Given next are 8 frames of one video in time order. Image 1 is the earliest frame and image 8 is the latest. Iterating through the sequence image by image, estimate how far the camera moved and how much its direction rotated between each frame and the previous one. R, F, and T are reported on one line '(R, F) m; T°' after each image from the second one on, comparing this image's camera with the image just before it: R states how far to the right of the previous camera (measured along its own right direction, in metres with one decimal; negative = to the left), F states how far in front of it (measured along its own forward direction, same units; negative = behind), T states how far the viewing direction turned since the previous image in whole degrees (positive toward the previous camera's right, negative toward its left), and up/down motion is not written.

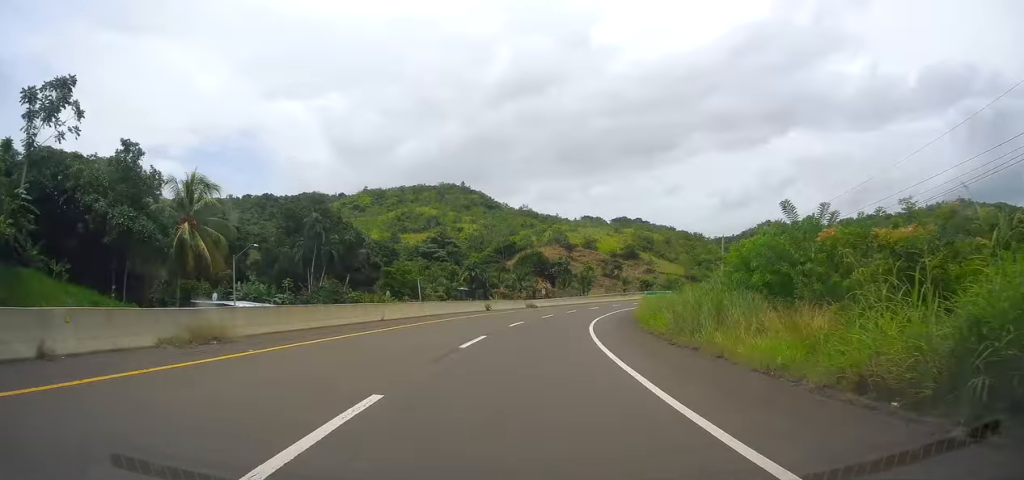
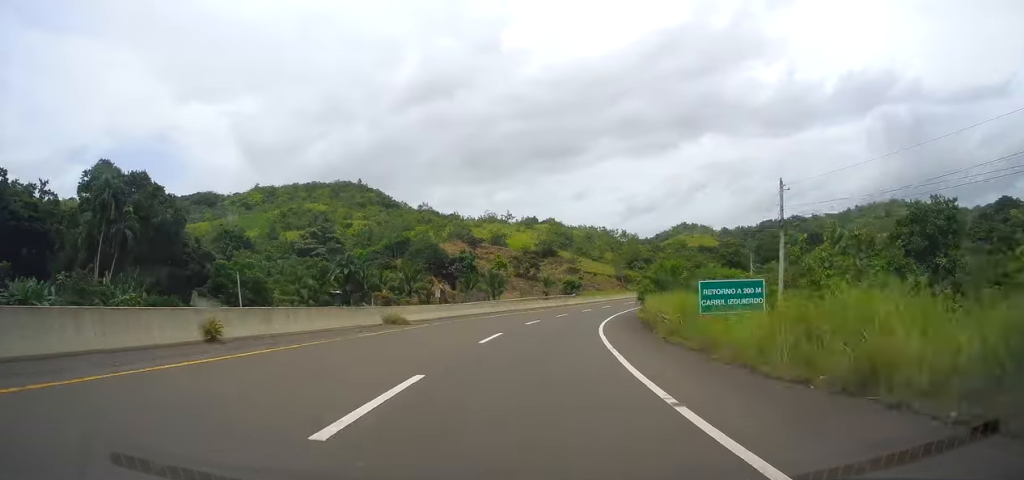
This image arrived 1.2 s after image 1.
(+0.3, +36.1) m; +6°
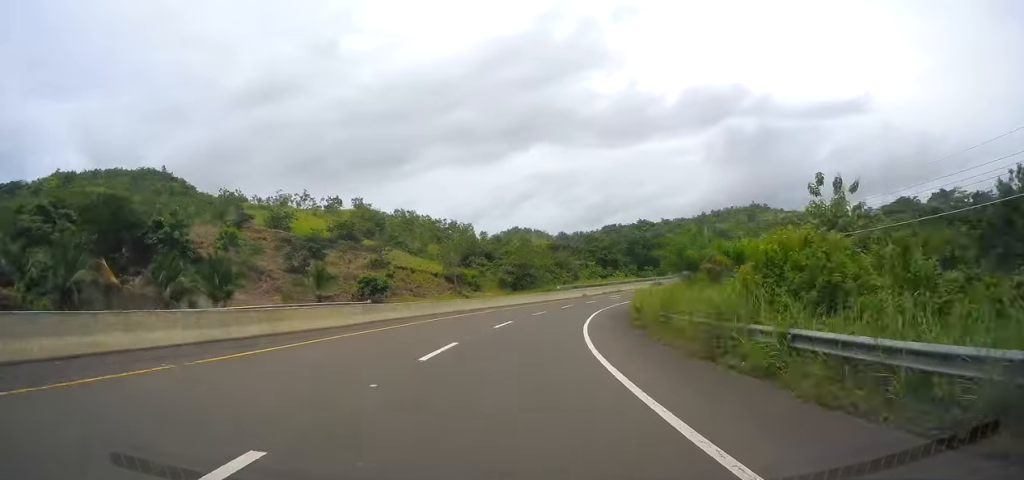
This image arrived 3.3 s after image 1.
(+6.2, +56.3) m; +16°
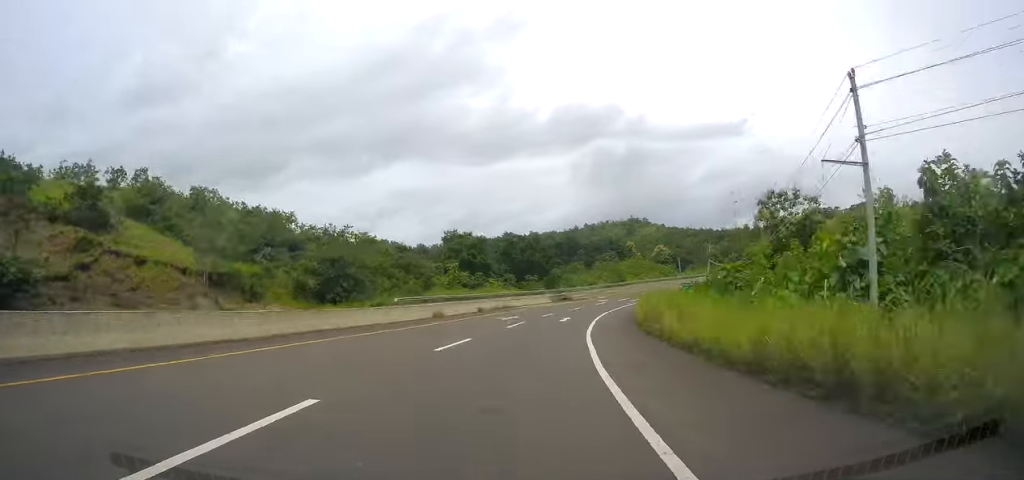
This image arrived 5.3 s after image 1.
(+8.4, +47.7) m; +16°
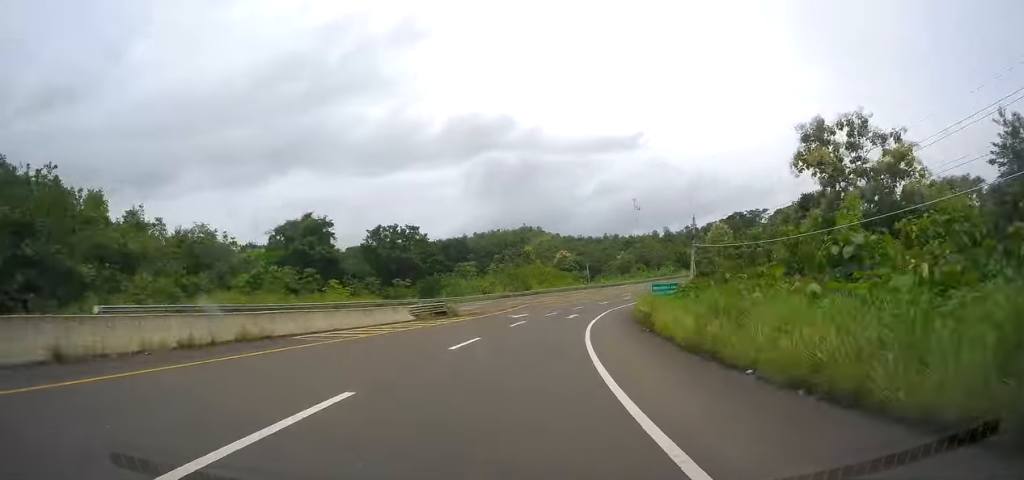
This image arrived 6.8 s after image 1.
(+4.1, +35.9) m; +11°
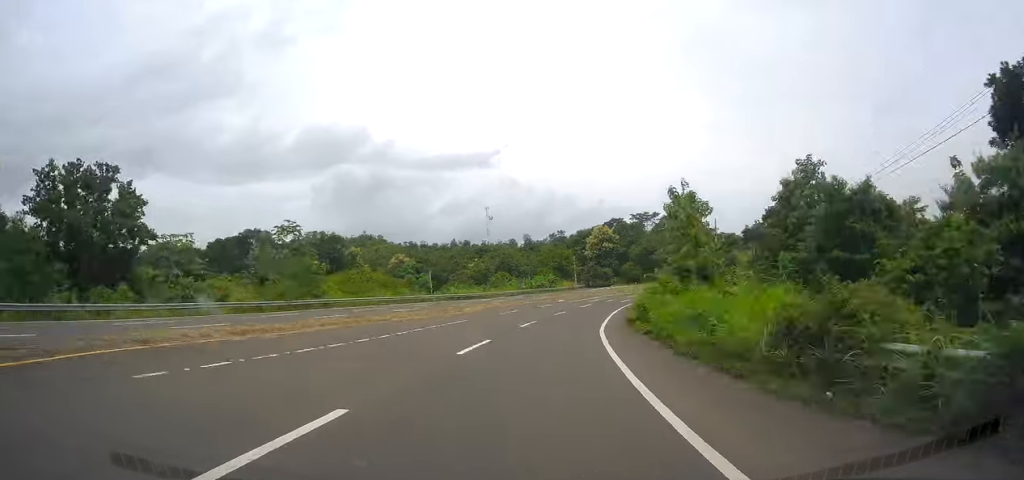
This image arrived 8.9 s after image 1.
(+6.7, +50.2) m; +16°
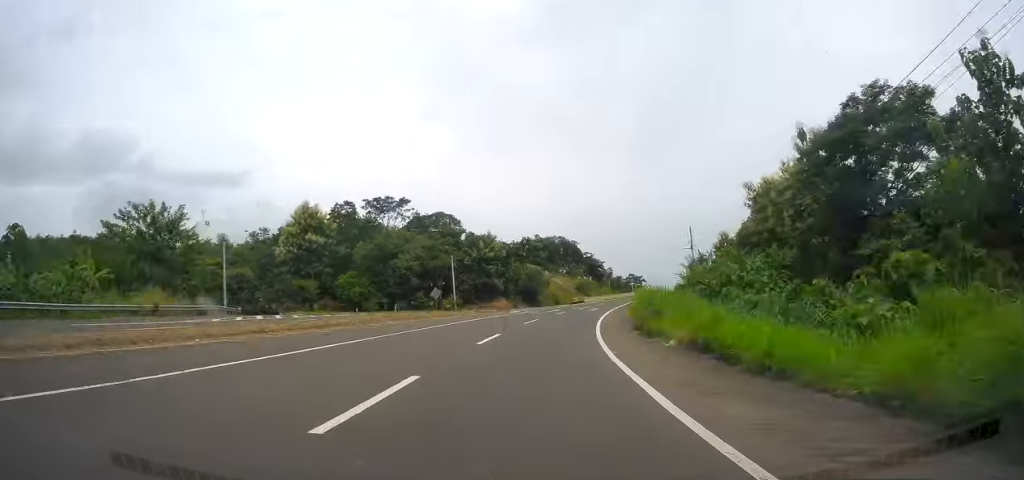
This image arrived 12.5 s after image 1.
(+16.9, +79.5) m; +23°
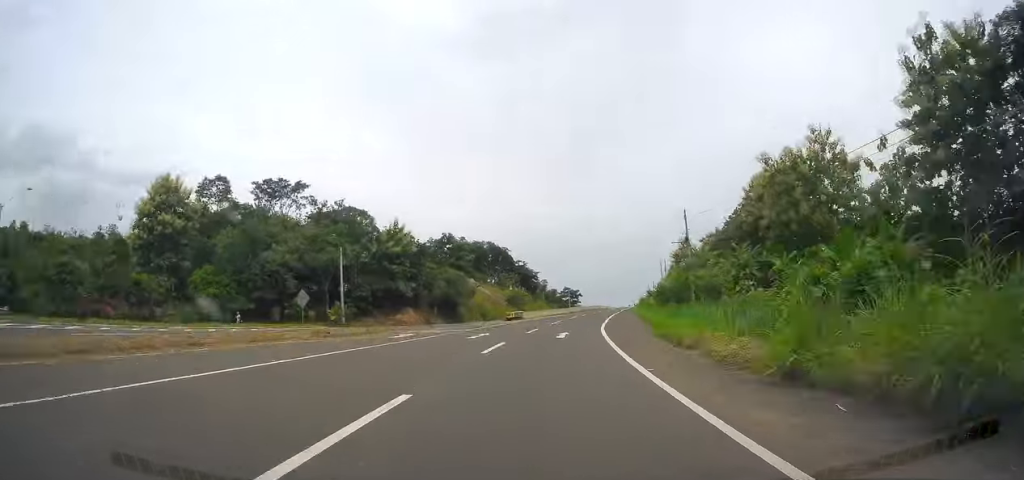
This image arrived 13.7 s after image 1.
(+0.8, +26.3) m; +7°
